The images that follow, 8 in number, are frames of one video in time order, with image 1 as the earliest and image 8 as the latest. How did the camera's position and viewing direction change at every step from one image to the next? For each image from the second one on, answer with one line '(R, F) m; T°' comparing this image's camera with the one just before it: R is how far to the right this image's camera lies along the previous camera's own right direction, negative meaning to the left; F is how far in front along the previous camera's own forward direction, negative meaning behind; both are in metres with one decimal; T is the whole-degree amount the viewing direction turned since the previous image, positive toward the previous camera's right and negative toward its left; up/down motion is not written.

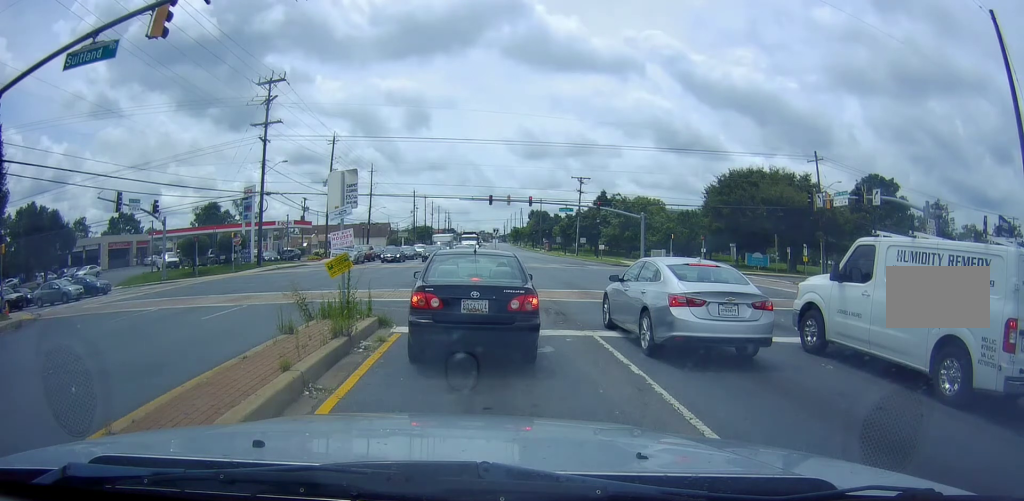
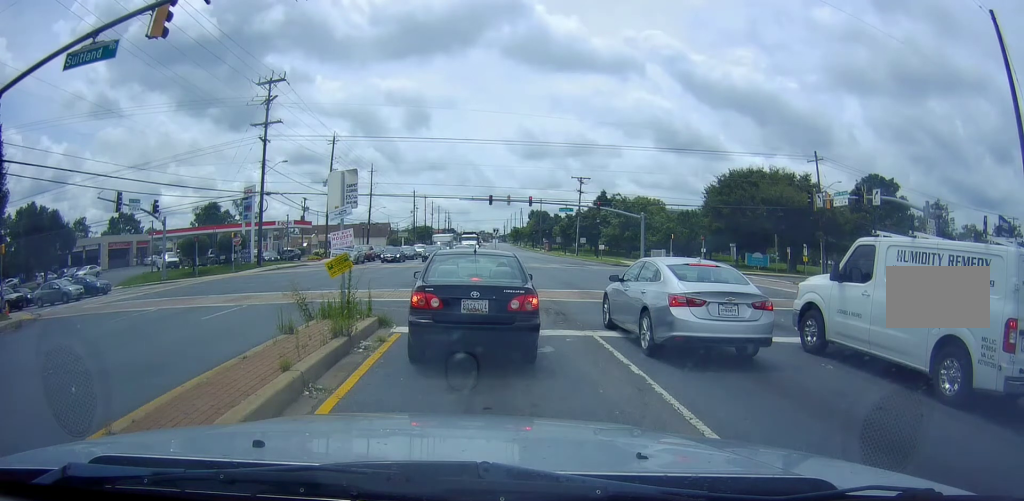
(0.0, 0.0) m; 0°
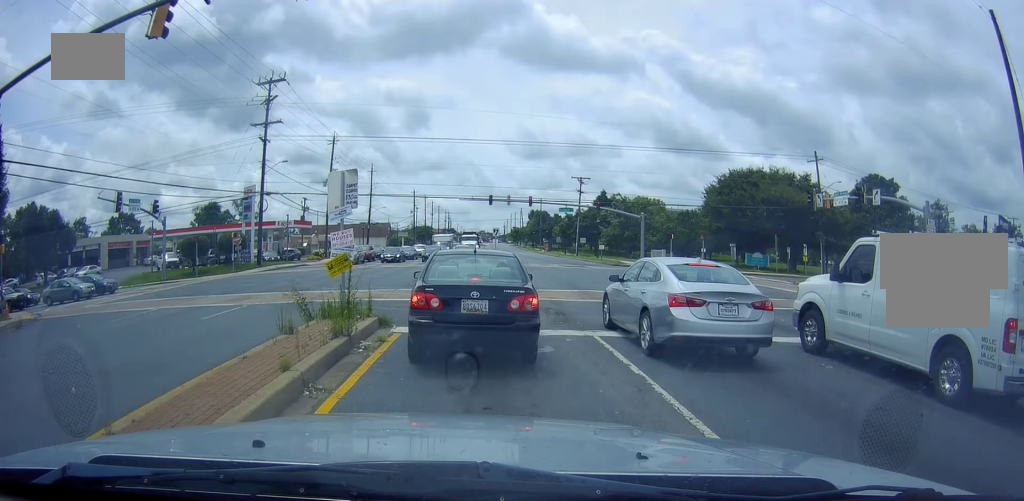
(0.0, 0.0) m; 0°
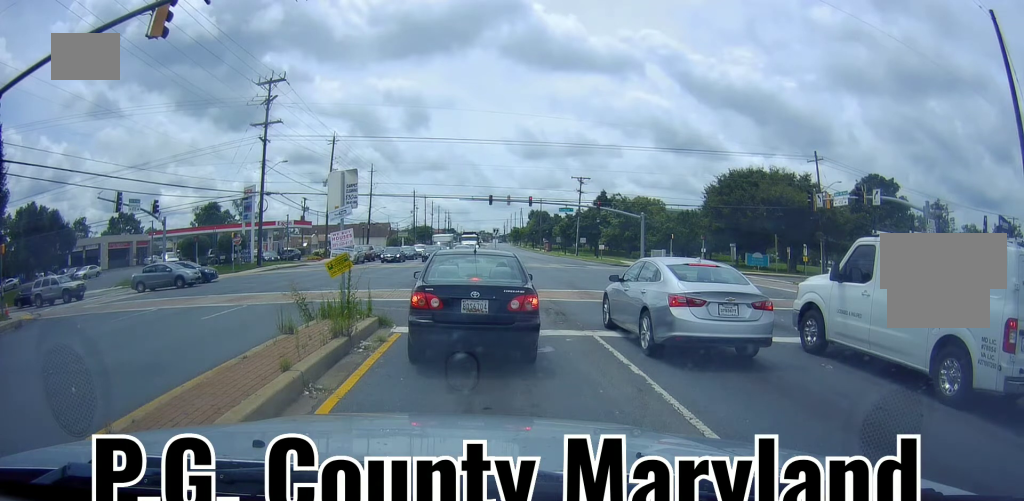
(0.0, 0.0) m; 0°
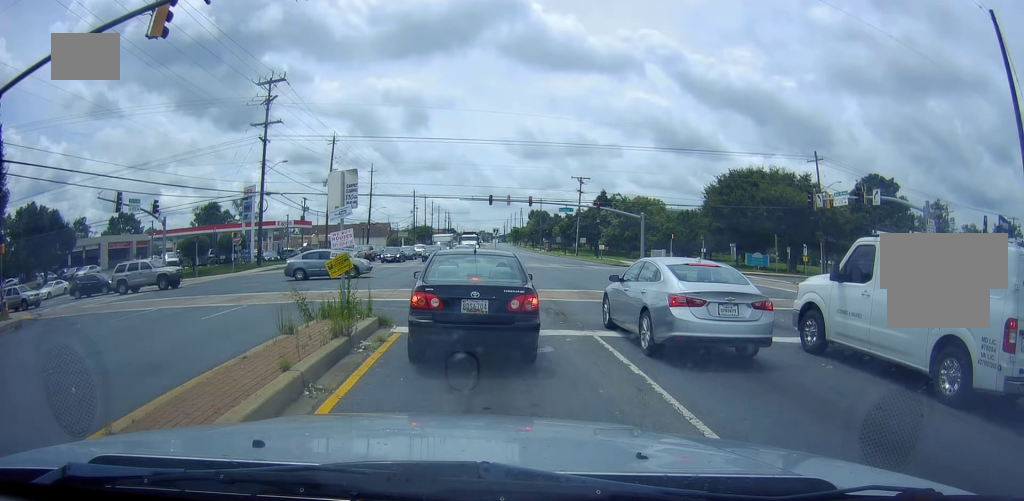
(0.0, 0.0) m; 0°
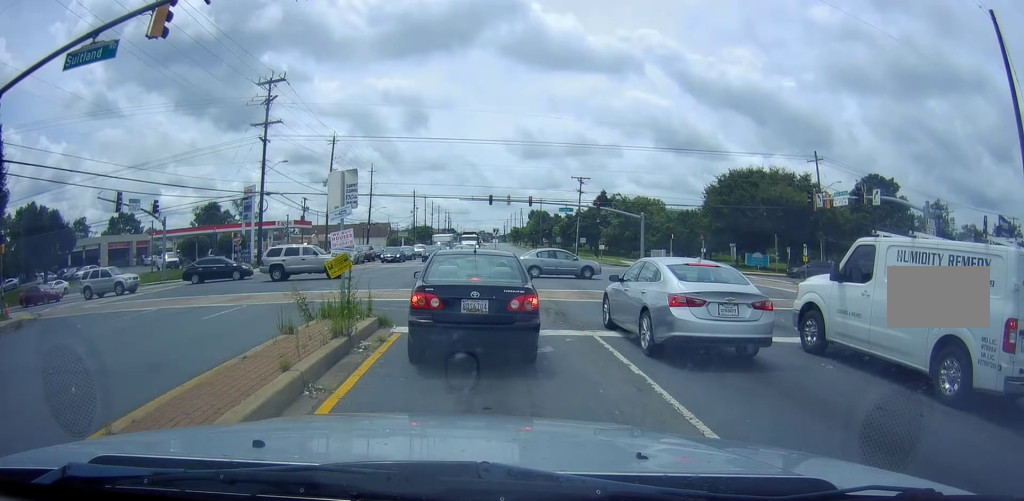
(0.0, 0.0) m; 0°
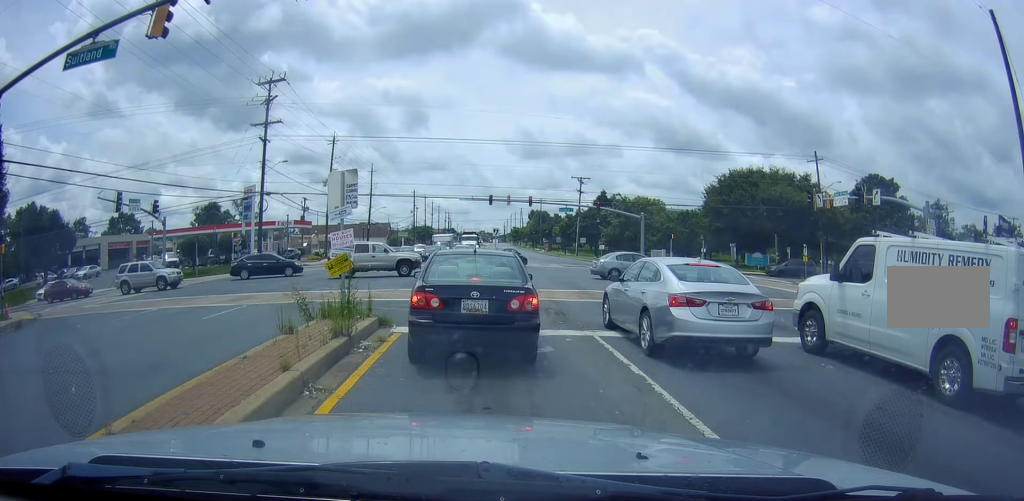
(0.0, 0.0) m; 0°
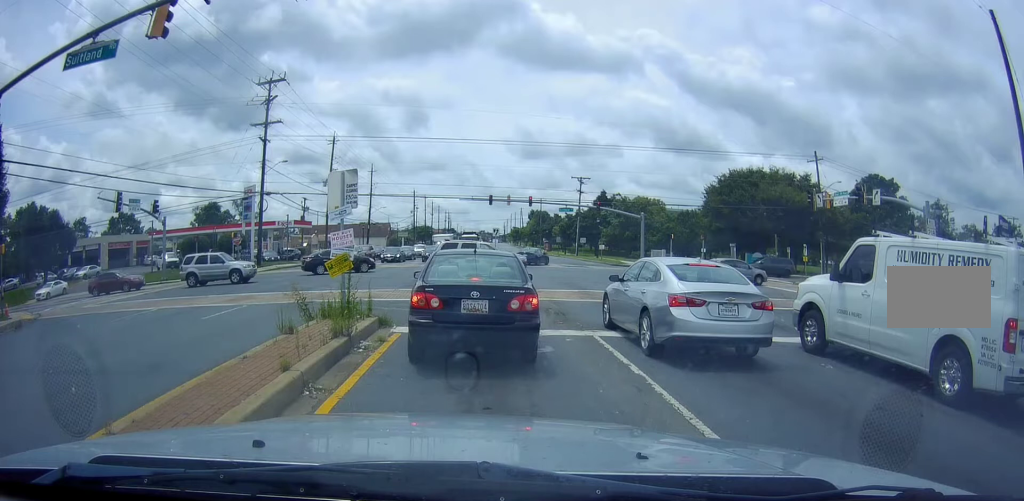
(0.0, 0.0) m; 0°
